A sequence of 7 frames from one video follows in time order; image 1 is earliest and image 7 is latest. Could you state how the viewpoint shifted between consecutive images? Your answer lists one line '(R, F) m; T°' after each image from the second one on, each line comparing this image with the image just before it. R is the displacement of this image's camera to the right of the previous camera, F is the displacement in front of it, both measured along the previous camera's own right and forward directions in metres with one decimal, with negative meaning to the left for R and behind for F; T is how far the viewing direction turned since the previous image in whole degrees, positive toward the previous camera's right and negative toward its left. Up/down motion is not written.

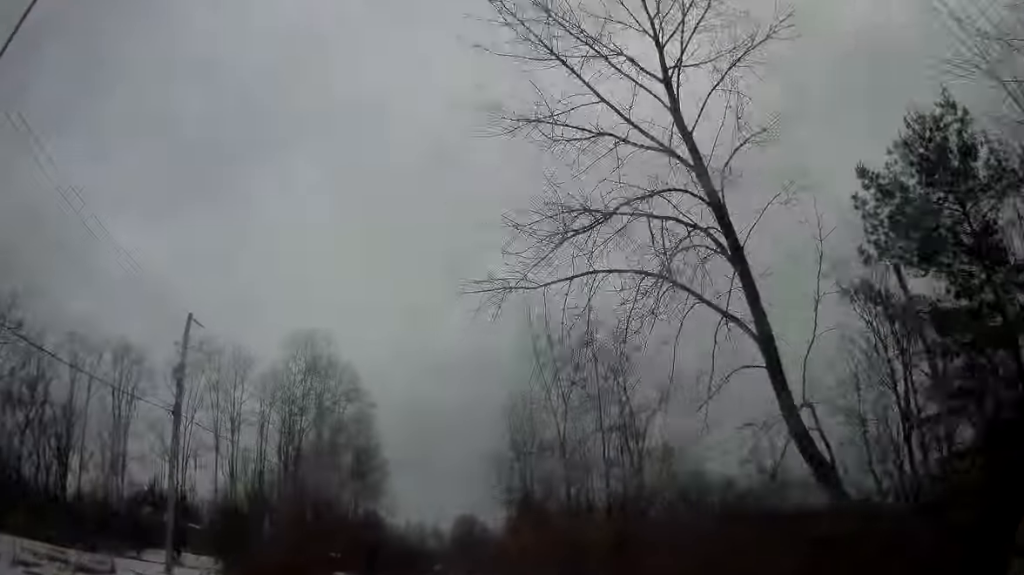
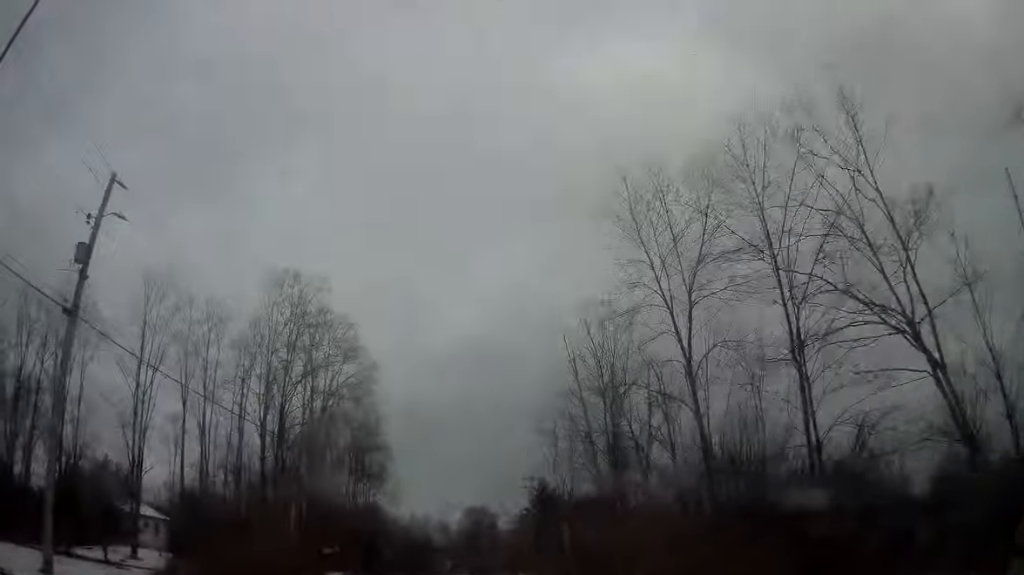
(0.0, +11.3) m; 0°
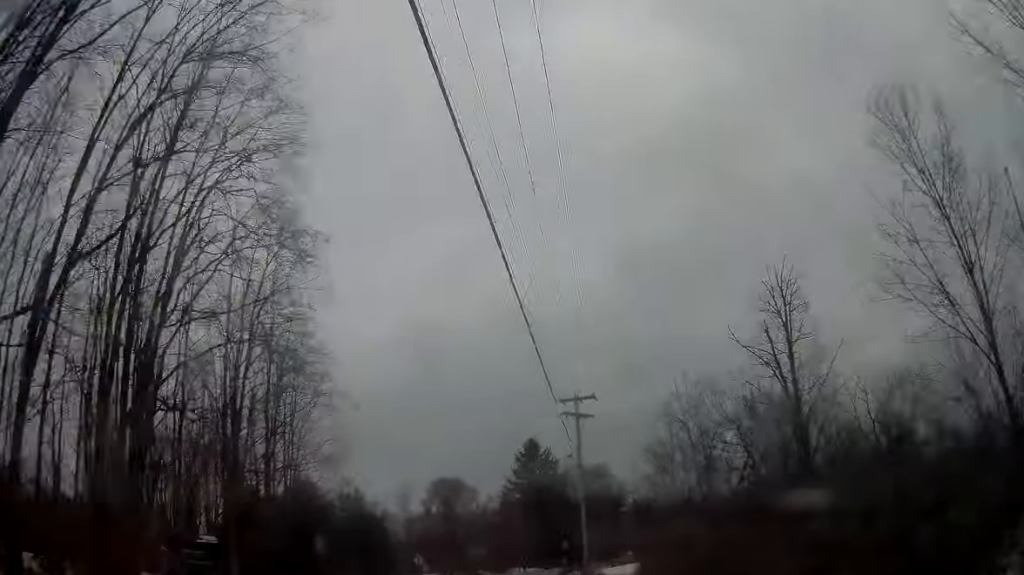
(+1.0, +32.5) m; +6°
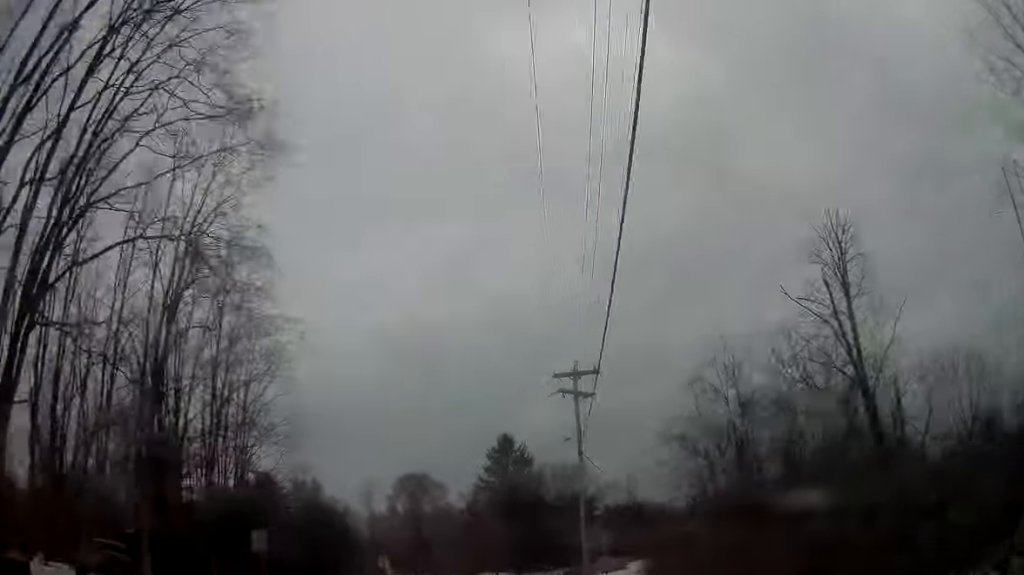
(-0.1, +6.7) m; +3°
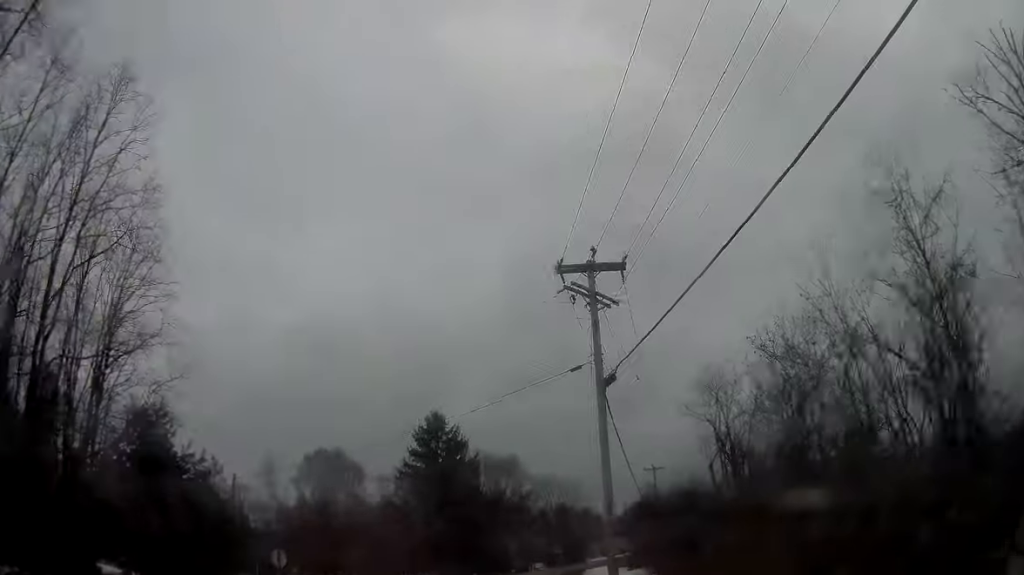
(+1.1, +14.1) m; +8°
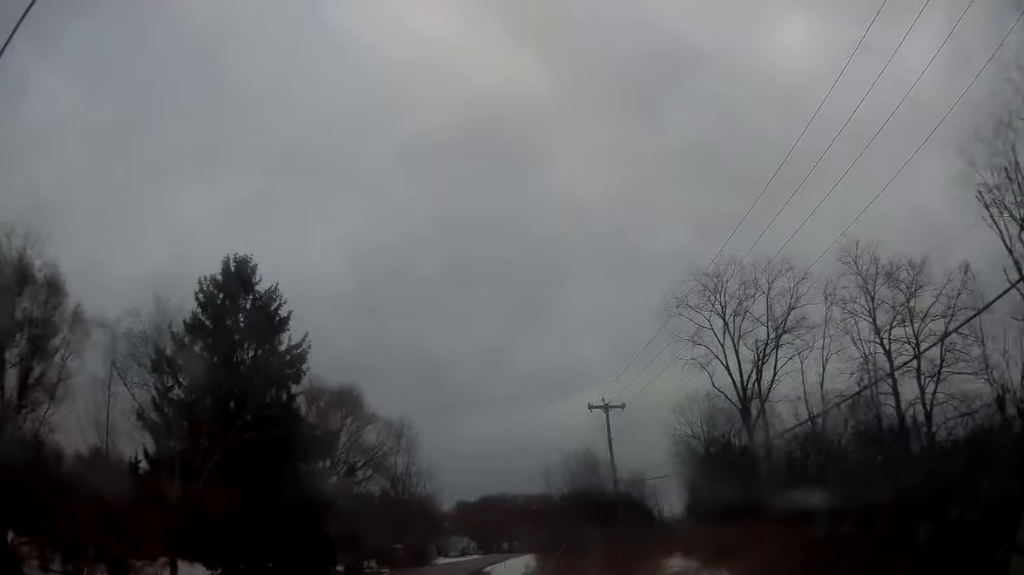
(+5.4, +34.2) m; +17°
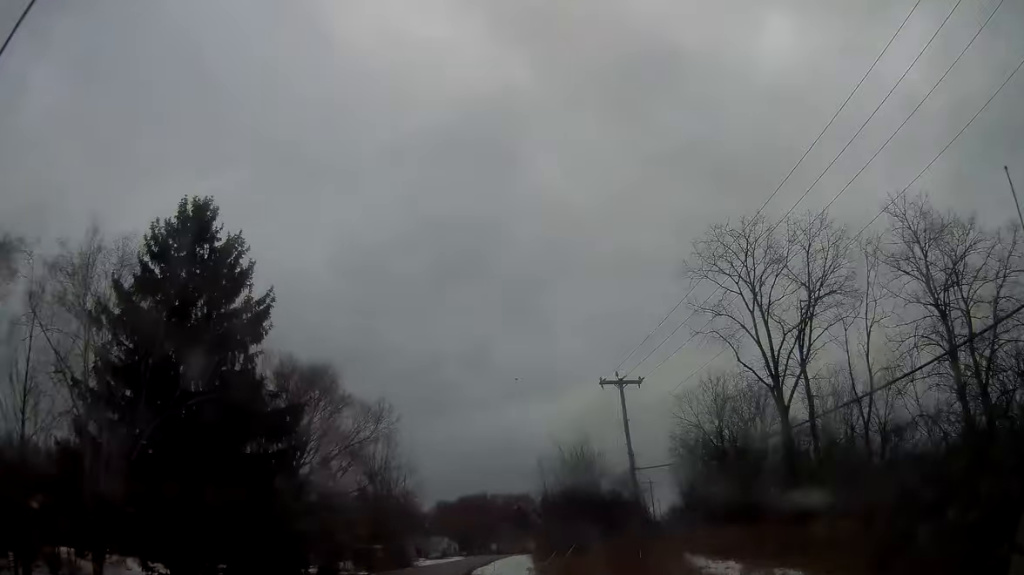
(+0.4, +6.5) m; +2°
